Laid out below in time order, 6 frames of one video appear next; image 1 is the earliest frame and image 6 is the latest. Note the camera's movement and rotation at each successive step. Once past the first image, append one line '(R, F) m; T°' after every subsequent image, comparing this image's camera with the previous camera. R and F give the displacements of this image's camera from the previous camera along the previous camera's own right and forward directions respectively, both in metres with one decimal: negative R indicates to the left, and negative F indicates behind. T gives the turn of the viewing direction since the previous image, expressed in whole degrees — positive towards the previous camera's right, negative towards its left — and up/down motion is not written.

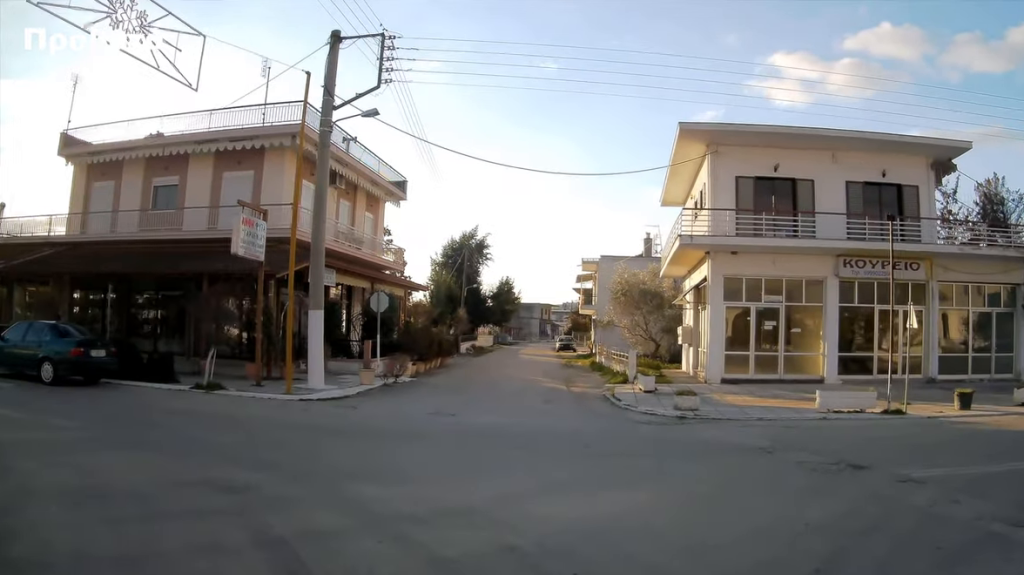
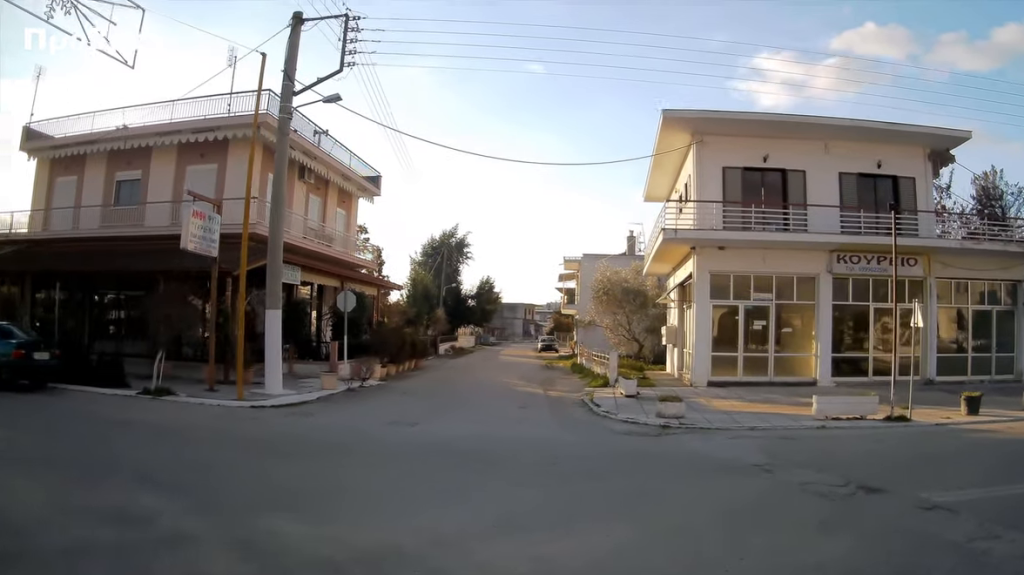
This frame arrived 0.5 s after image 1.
(0.0, +2.2) m; +2°
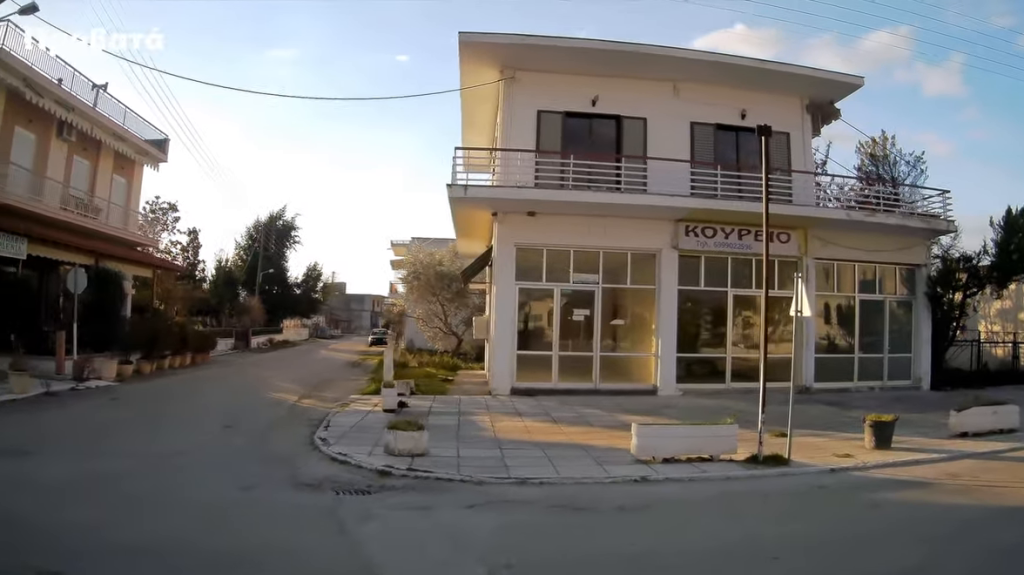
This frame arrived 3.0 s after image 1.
(+1.2, +6.6) m; +29°
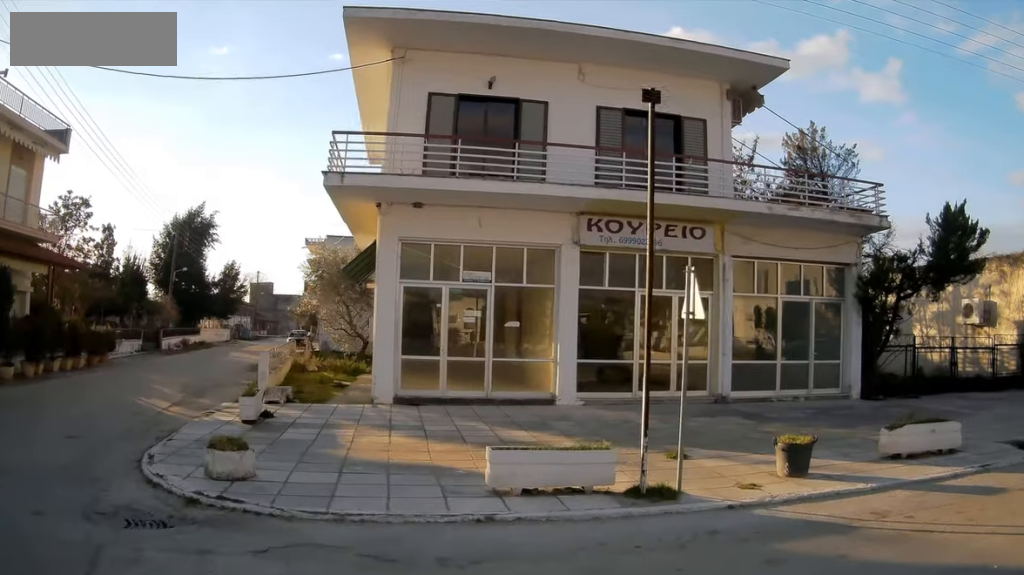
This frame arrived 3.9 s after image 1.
(+0.2, +1.7) m; +10°
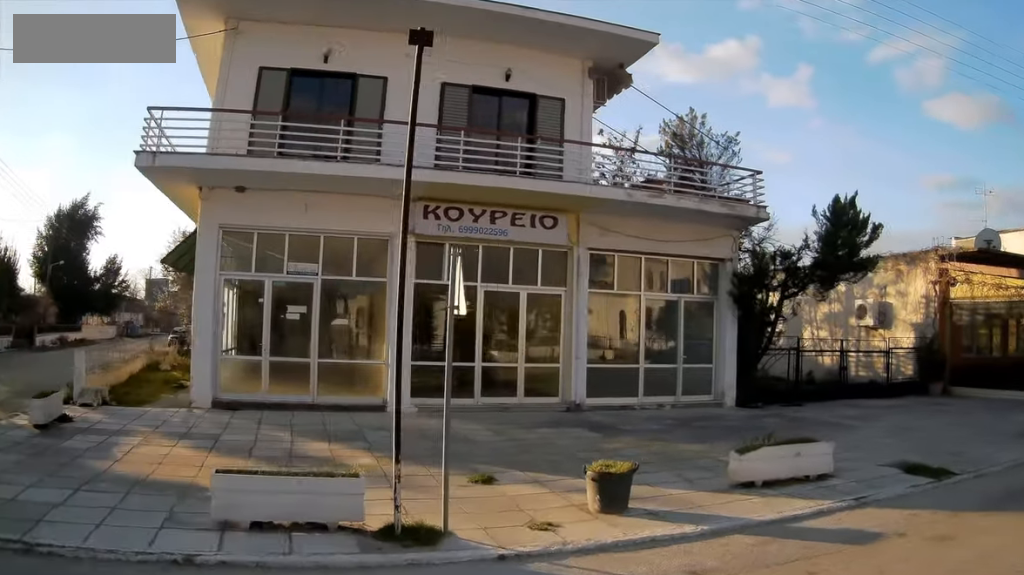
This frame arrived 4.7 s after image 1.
(+0.1, +1.8) m; +1°
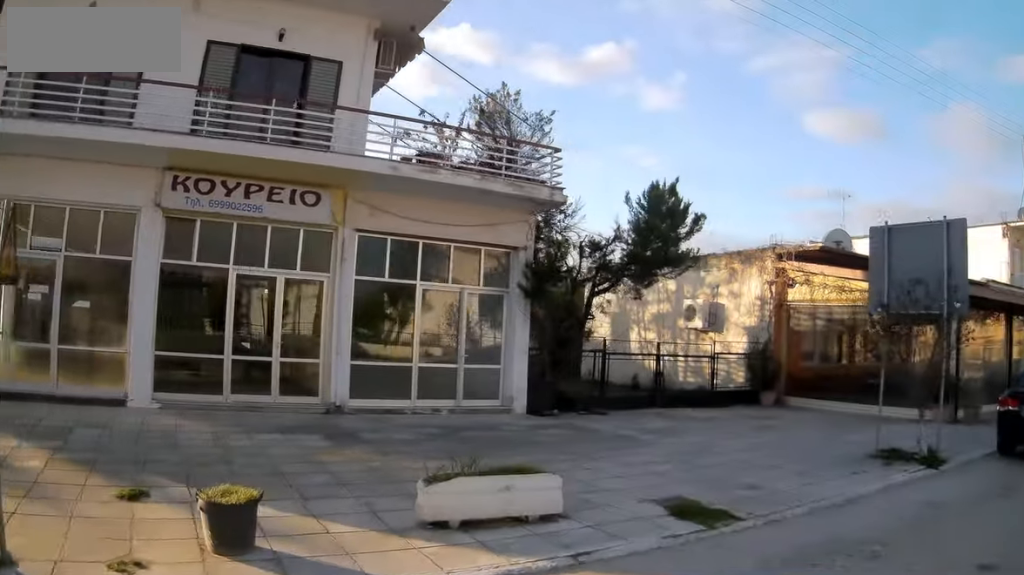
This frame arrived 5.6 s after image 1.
(-0.1, +2.0) m; +8°
